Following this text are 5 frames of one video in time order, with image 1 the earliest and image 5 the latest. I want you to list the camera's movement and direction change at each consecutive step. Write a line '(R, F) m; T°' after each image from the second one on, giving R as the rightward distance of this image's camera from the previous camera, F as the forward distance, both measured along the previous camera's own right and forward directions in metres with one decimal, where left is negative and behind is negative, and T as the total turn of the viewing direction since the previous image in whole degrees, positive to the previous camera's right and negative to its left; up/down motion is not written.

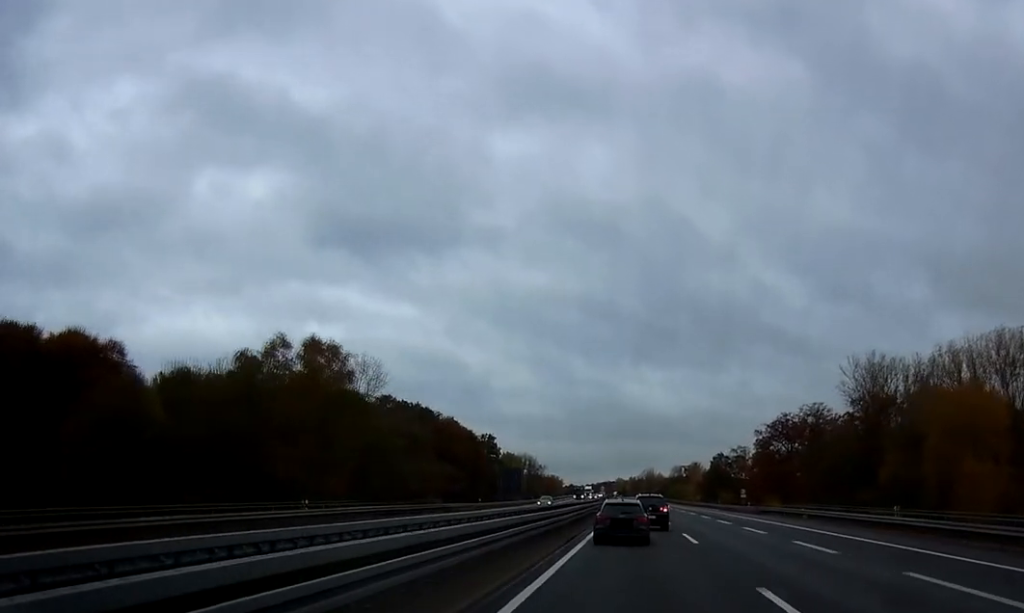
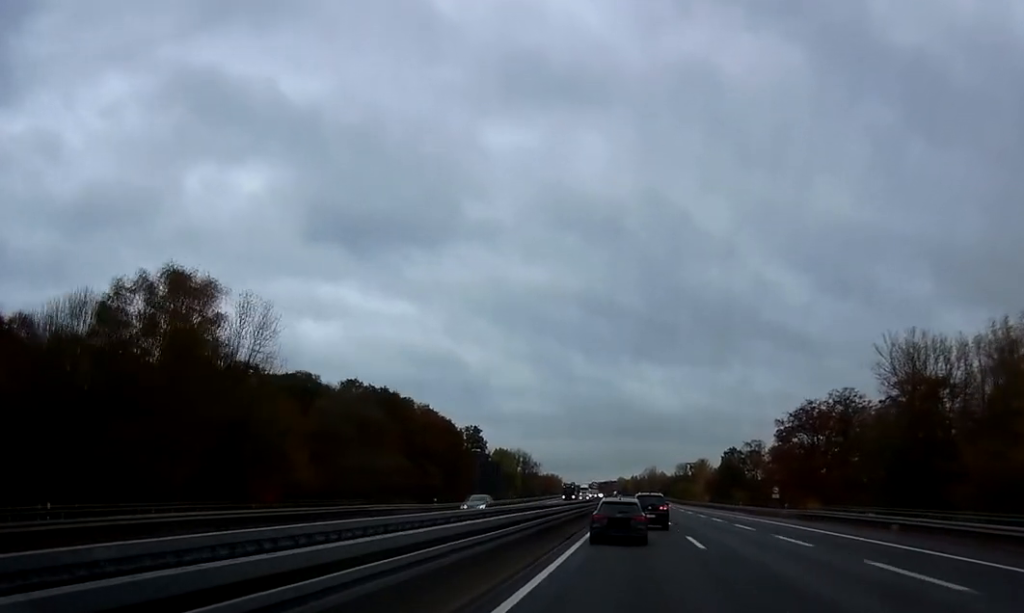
(+0.2, +21.0) m; 0°
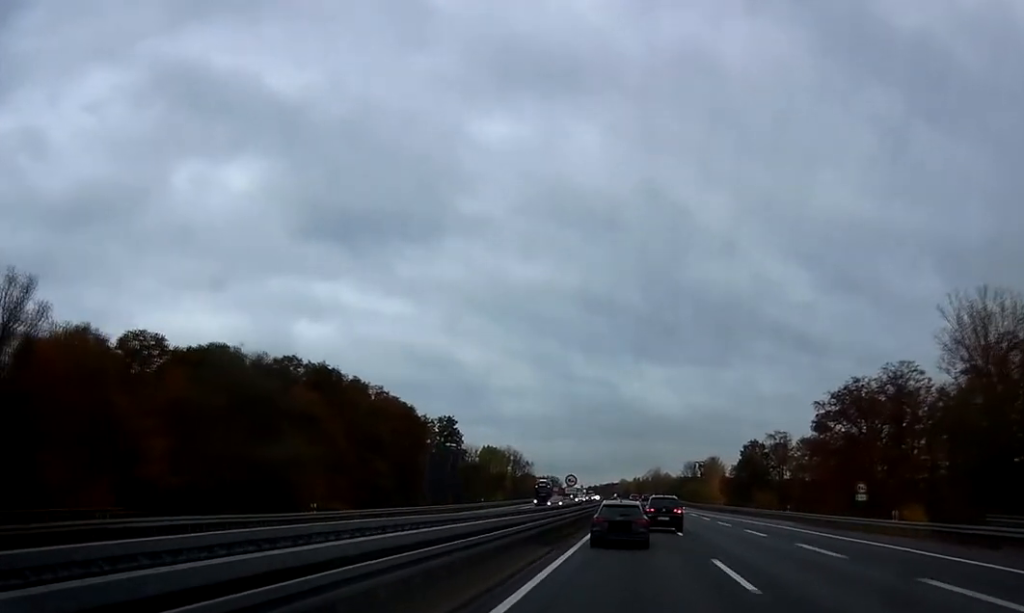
(-0.5, +27.9) m; -1°
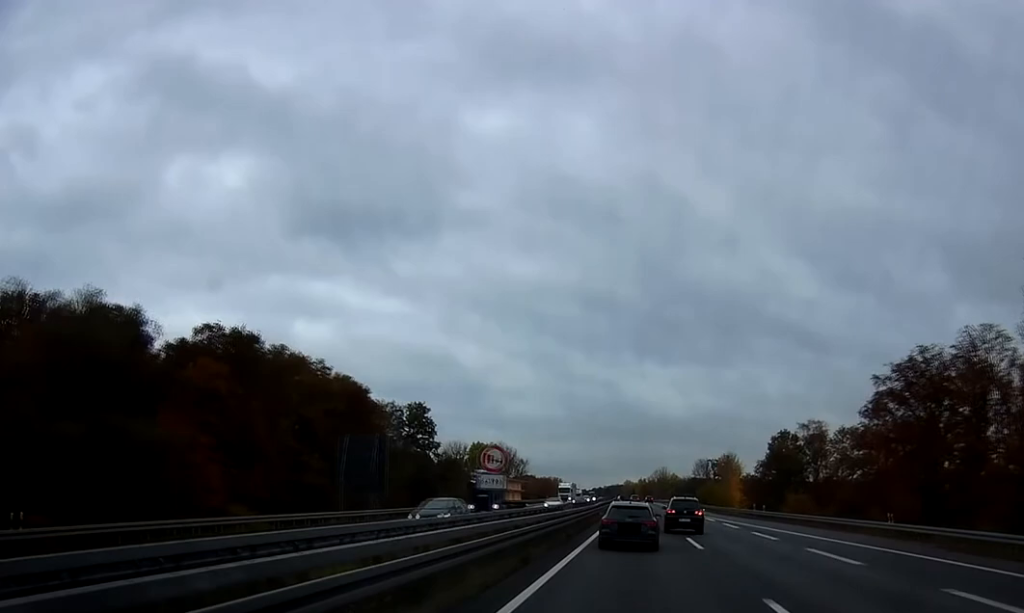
(+0.2, +24.8) m; 0°
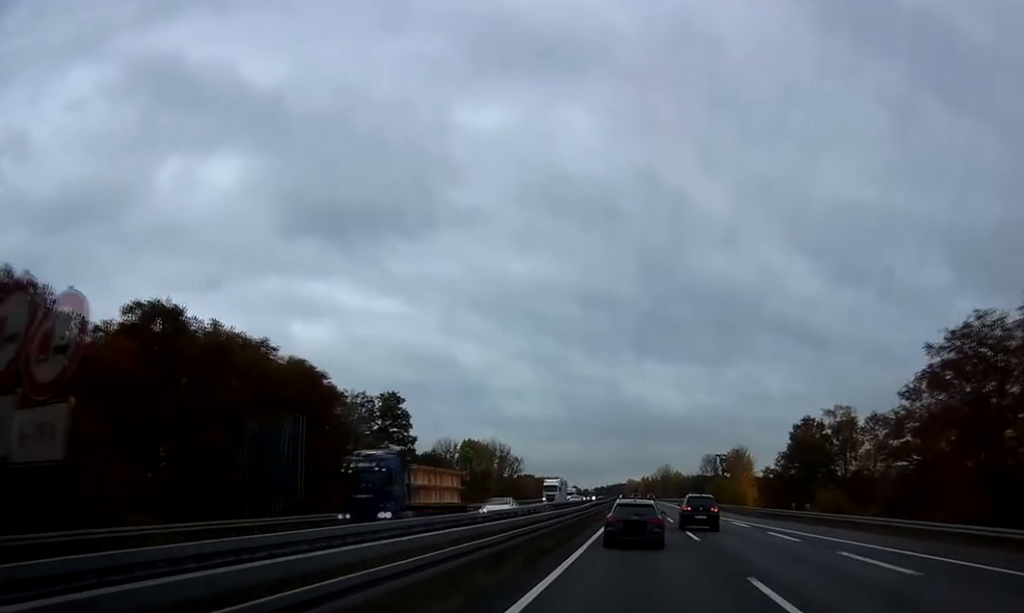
(0.0, +15.3) m; 0°
